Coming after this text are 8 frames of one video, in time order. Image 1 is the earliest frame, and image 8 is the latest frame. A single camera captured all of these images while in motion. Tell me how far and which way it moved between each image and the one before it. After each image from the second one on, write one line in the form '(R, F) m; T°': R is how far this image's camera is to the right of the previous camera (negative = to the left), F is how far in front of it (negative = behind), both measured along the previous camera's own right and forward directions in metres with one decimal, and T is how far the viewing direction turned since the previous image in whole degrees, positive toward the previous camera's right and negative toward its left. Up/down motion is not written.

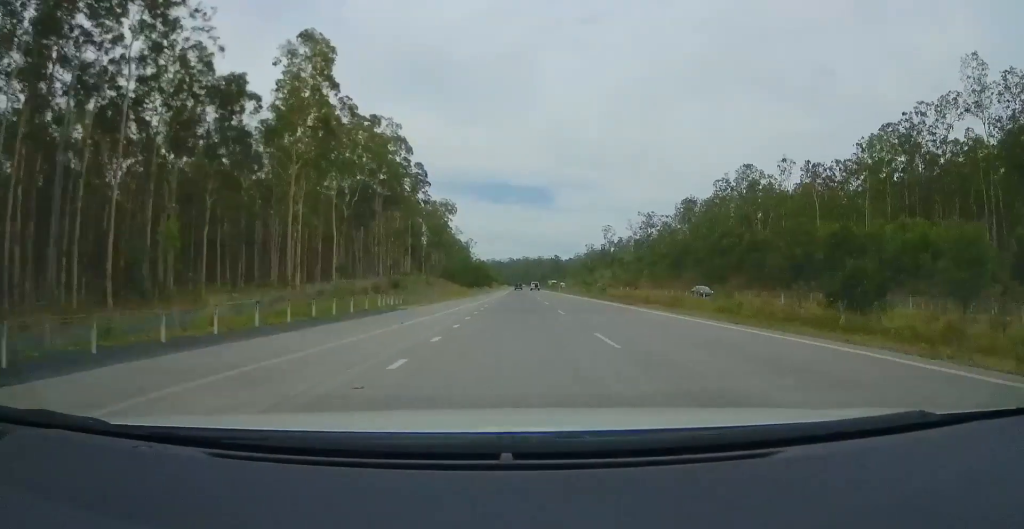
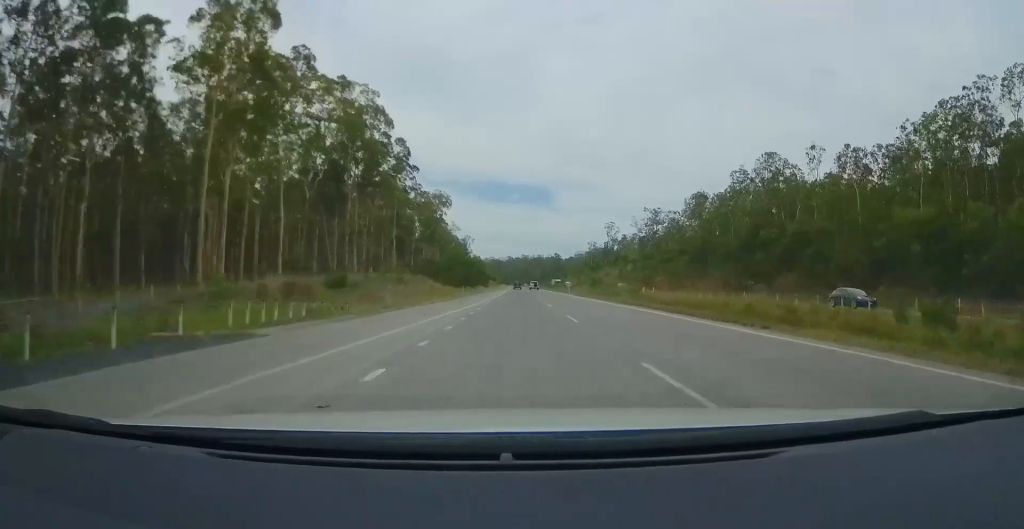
(0.0, +16.8) m; +1°
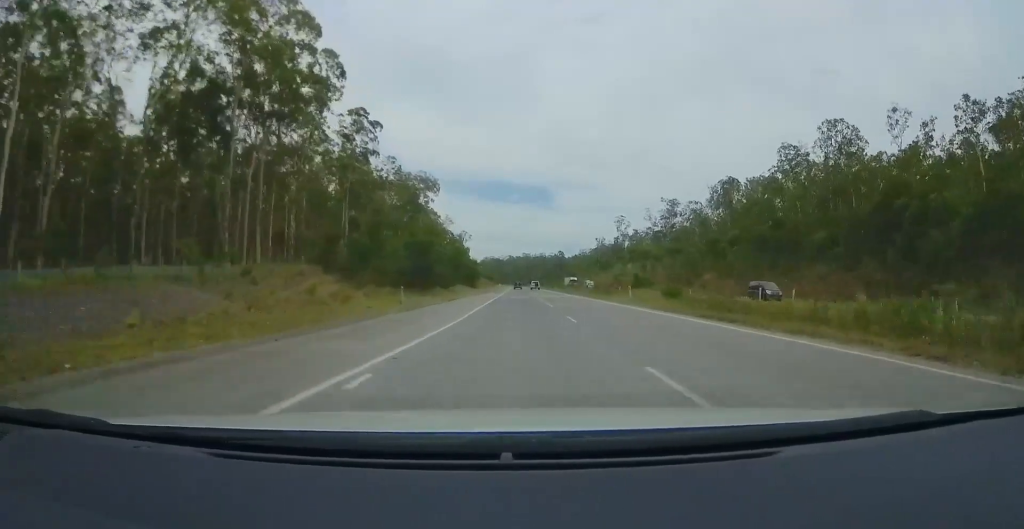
(+0.6, +36.1) m; 0°
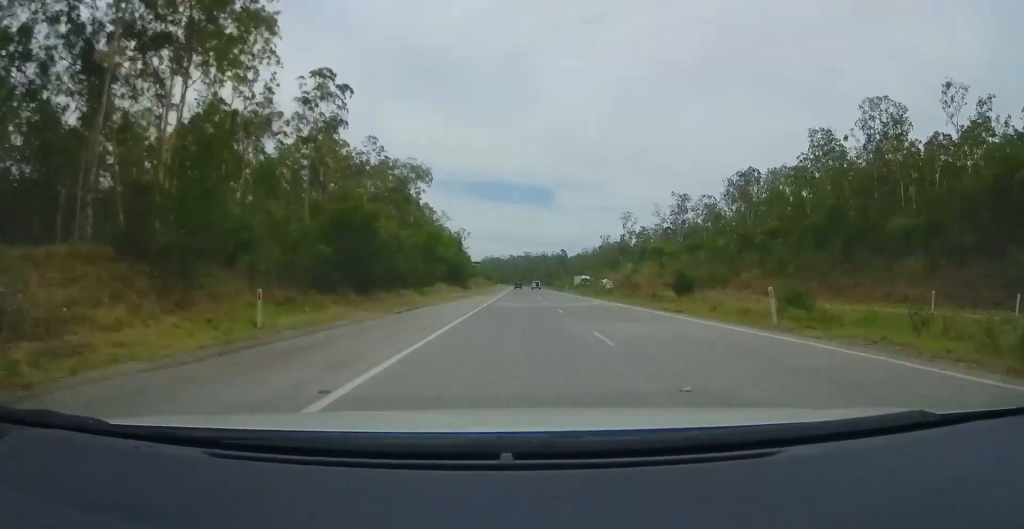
(-0.2, +18.0) m; -1°
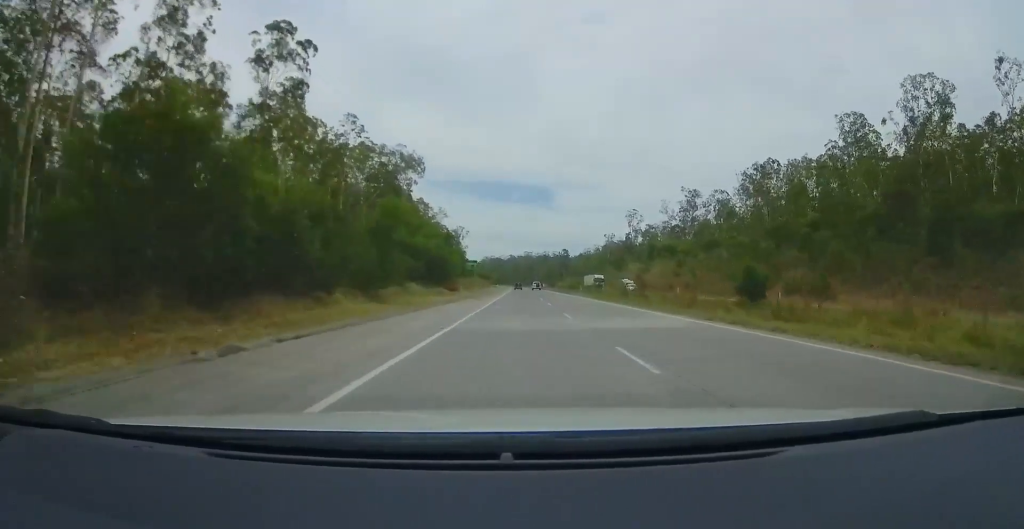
(-0.1, +15.6) m; 0°
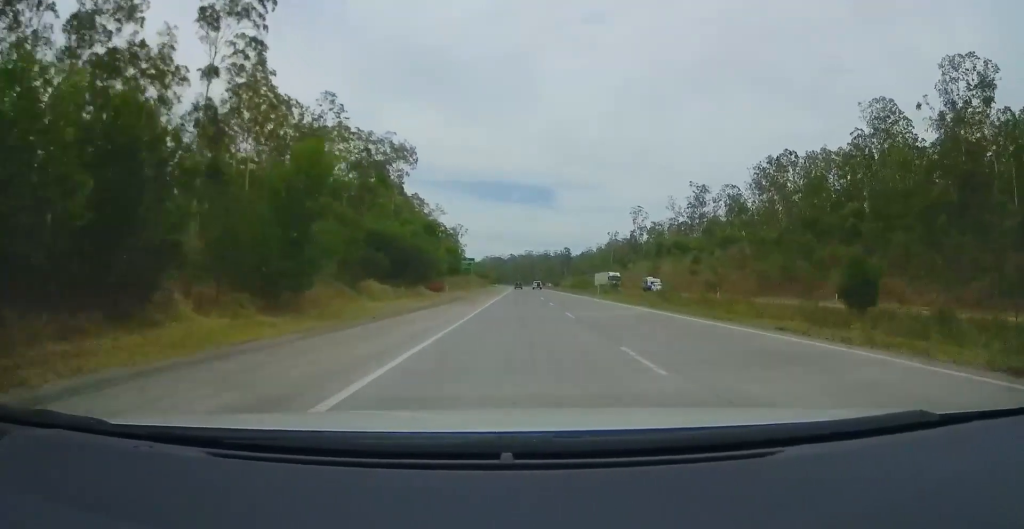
(0.0, +12.0) m; 0°
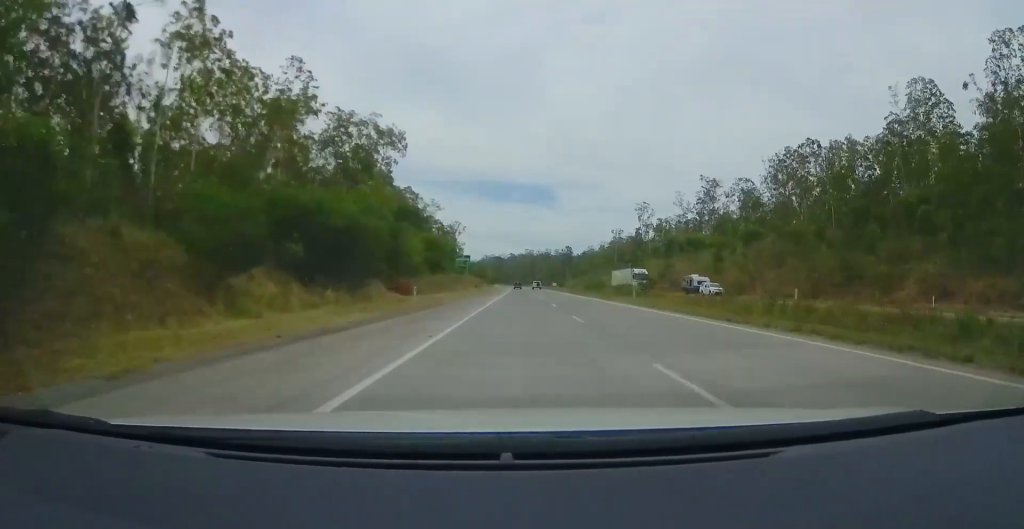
(0.0, +13.2) m; 0°
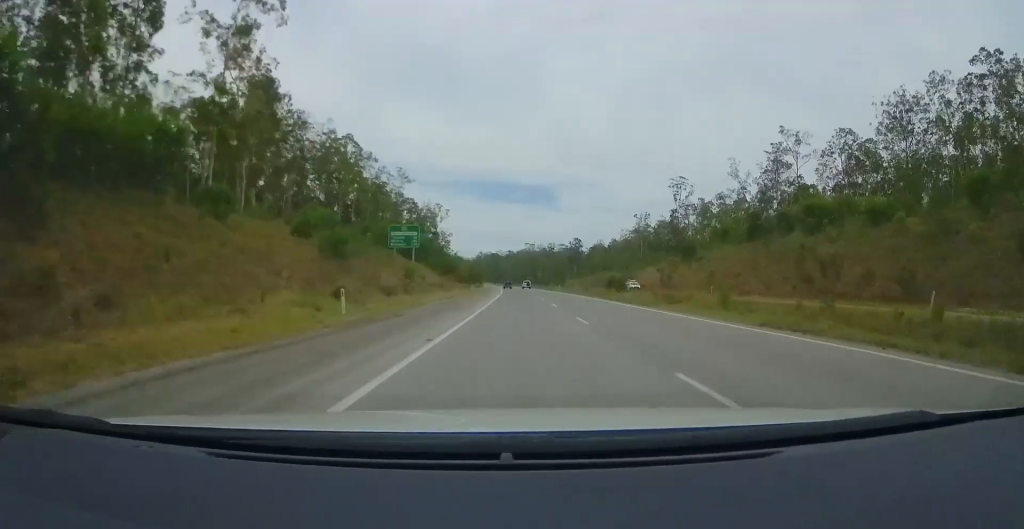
(+0.5, +72.2) m; +1°
